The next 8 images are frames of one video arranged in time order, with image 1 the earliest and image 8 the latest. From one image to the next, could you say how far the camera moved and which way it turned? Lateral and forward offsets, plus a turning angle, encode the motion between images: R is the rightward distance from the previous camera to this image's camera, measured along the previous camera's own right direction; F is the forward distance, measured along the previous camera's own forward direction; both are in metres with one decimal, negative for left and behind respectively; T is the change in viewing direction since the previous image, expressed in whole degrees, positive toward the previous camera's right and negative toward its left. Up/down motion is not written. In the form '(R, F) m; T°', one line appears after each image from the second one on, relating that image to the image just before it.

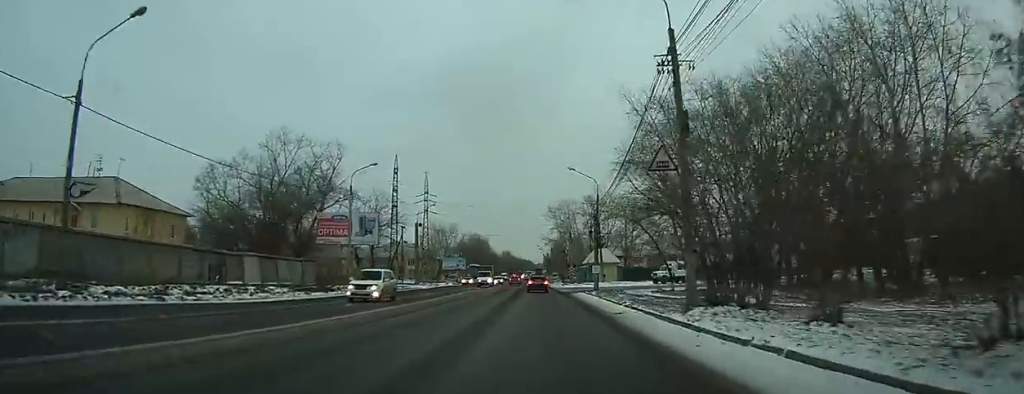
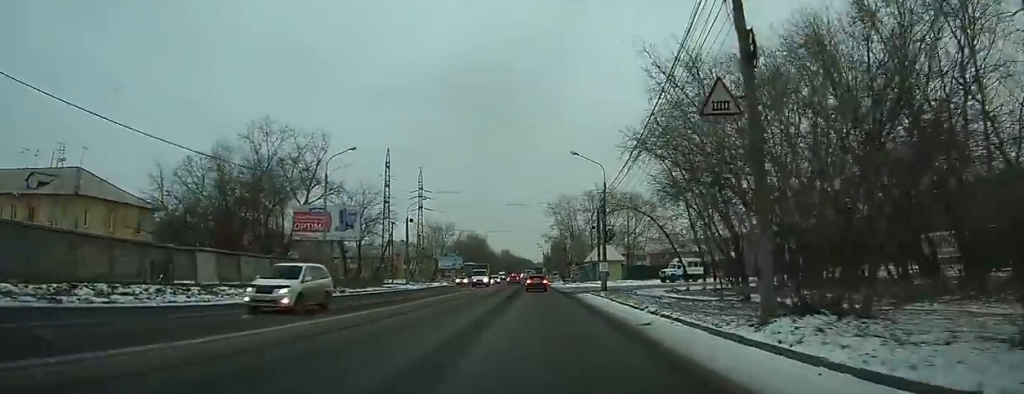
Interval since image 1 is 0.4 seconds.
(0.0, +5.8) m; 0°
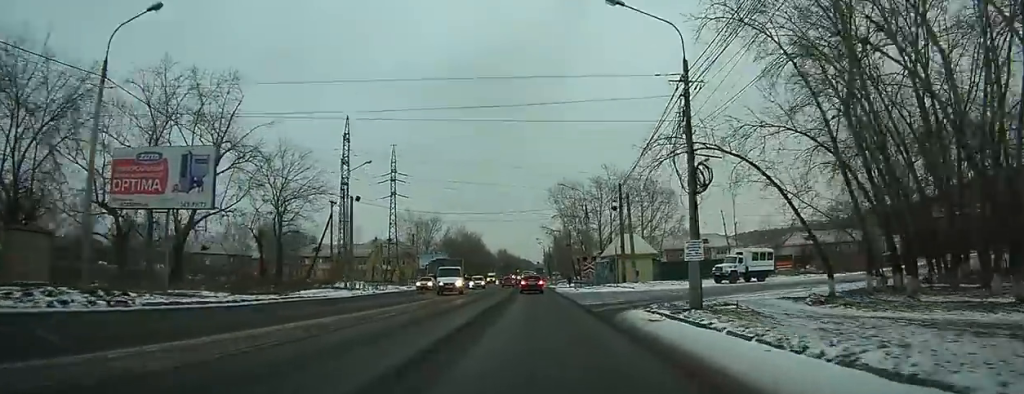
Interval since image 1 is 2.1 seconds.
(-0.1, +24.2) m; 0°
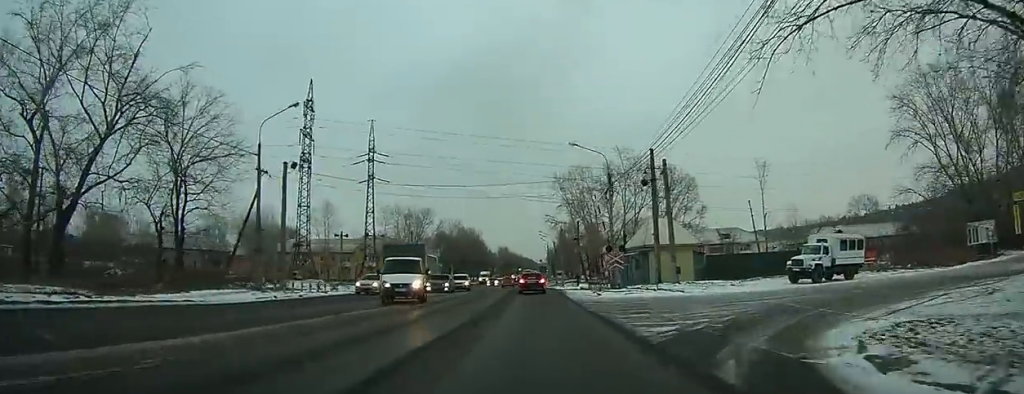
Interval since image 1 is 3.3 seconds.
(0.0, +15.7) m; 0°
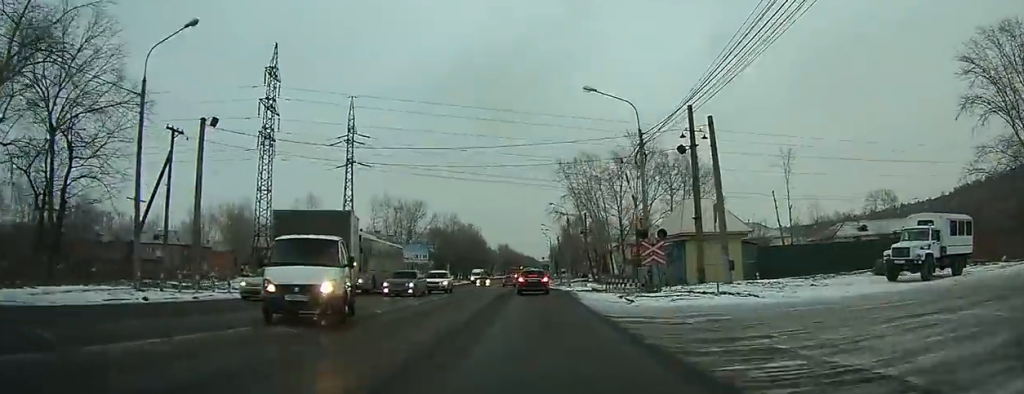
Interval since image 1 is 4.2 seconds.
(0.0, +10.4) m; -1°
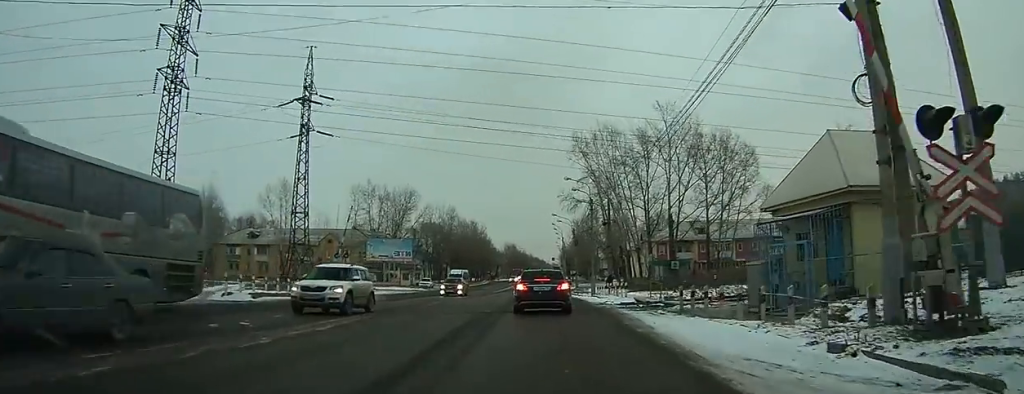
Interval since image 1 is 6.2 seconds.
(+0.2, +17.5) m; +6°
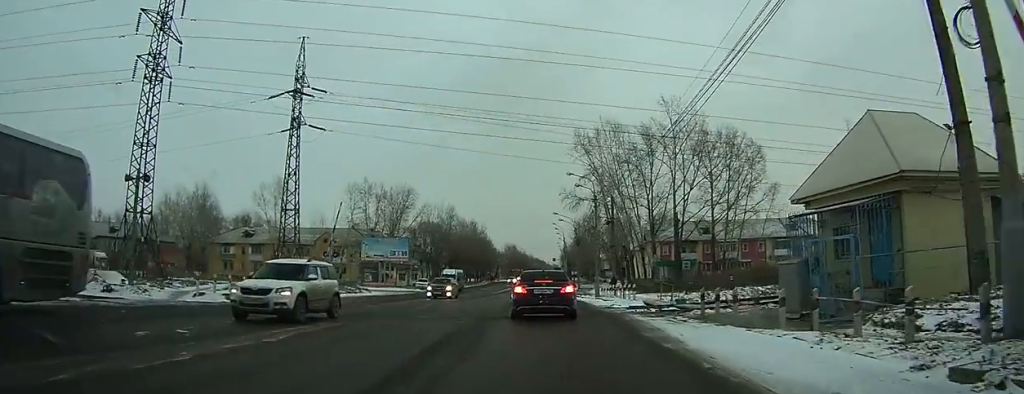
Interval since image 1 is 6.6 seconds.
(+0.1, +2.6) m; +1°
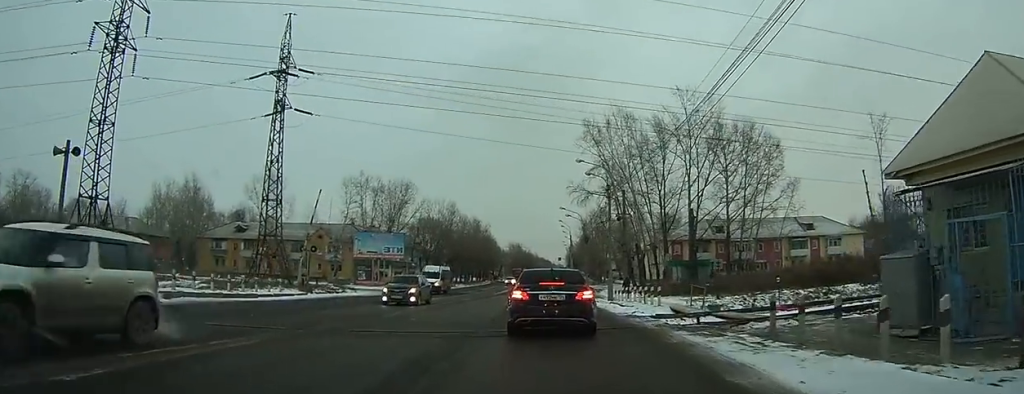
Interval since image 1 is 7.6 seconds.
(+0.3, +5.7) m; -2°
